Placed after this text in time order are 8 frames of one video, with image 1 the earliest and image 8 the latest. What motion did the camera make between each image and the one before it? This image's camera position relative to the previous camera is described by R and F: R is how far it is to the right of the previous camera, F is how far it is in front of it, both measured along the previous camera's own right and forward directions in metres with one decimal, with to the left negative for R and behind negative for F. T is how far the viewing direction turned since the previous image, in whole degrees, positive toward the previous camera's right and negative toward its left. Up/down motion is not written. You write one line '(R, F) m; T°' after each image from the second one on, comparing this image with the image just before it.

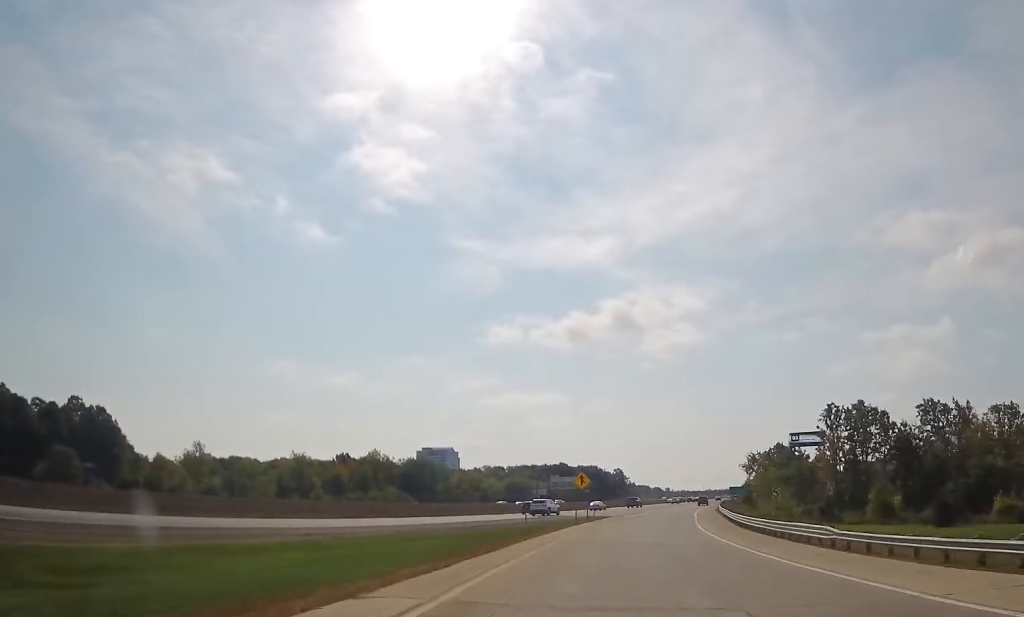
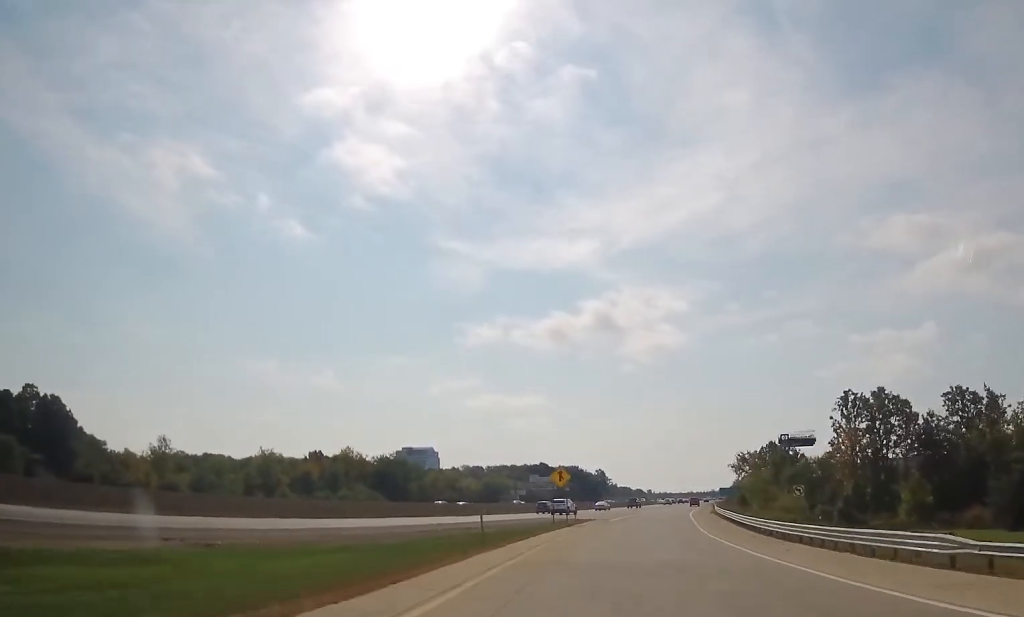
(+0.1, +11.2) m; +1°
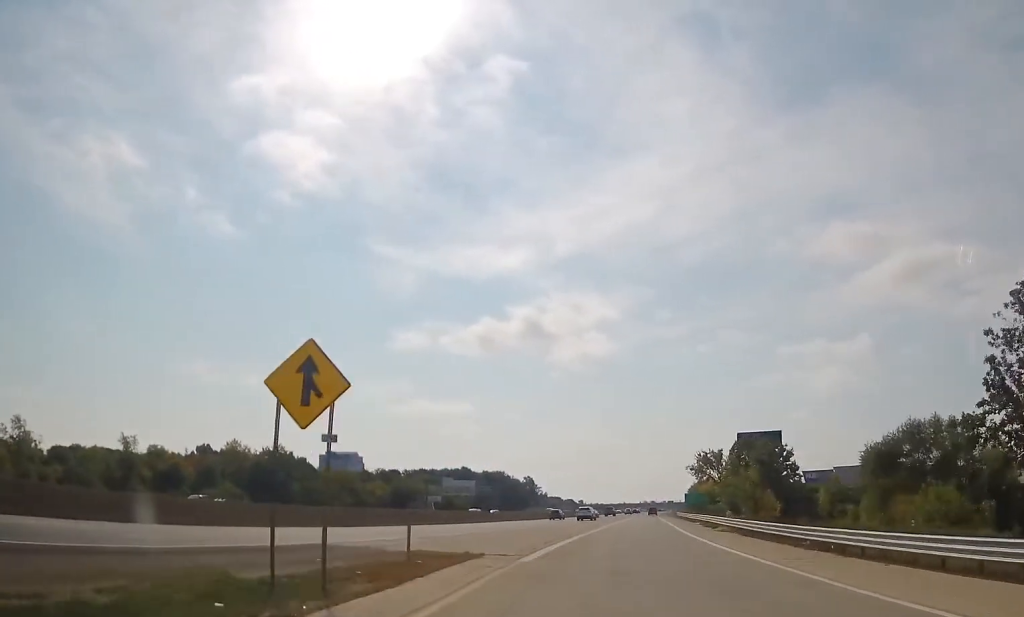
(+2.8, +42.7) m; +7°
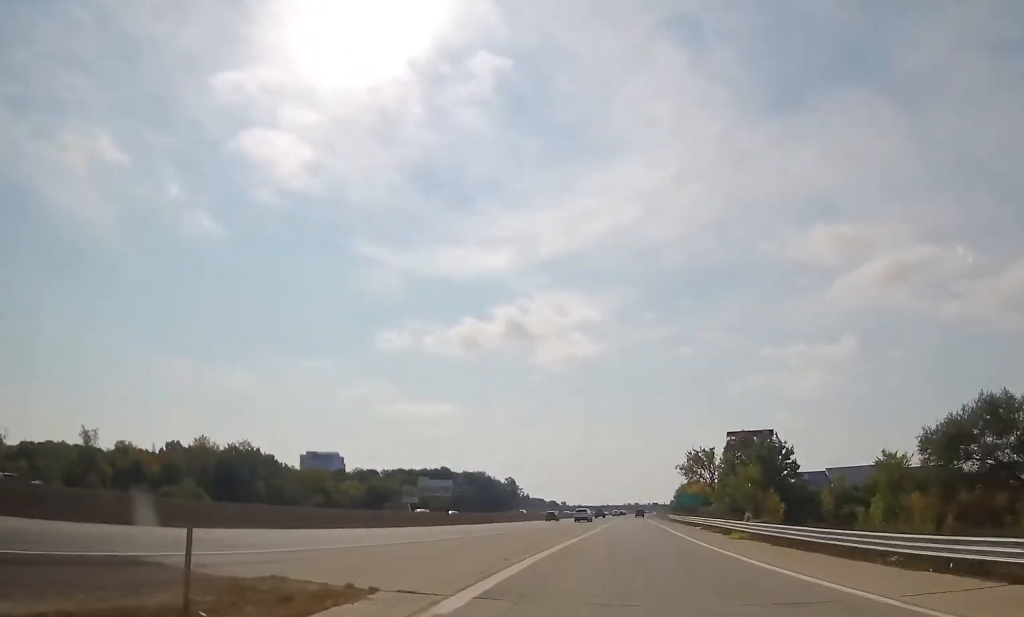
(+0.2, +10.7) m; +1°
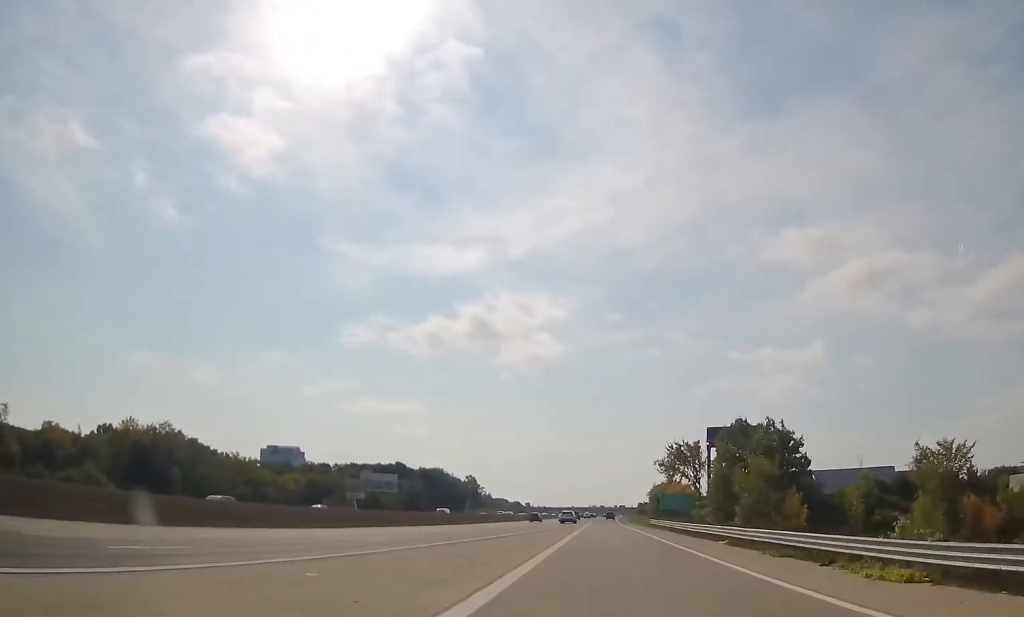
(+0.1, +23.5) m; +1°
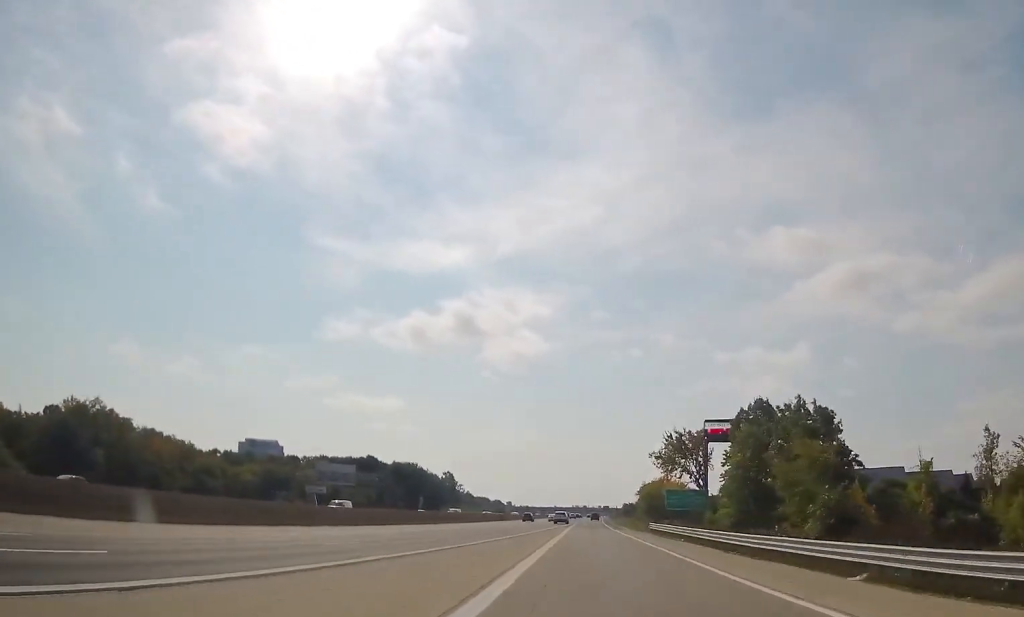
(+0.3, +21.0) m; 0°
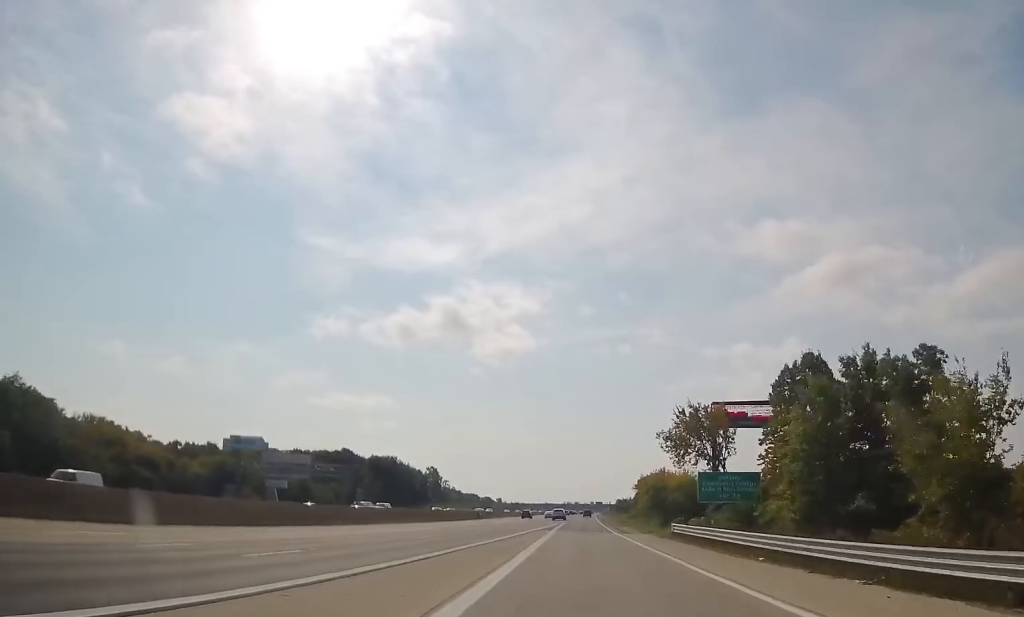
(-0.2, +22.4) m; +1°
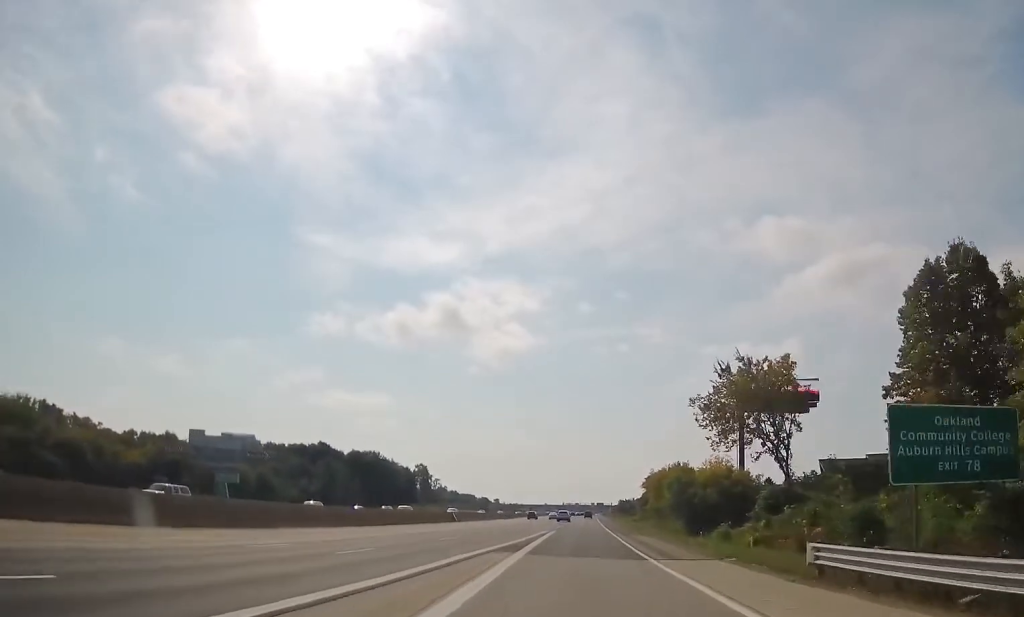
(+0.5, +27.0) m; +2°
